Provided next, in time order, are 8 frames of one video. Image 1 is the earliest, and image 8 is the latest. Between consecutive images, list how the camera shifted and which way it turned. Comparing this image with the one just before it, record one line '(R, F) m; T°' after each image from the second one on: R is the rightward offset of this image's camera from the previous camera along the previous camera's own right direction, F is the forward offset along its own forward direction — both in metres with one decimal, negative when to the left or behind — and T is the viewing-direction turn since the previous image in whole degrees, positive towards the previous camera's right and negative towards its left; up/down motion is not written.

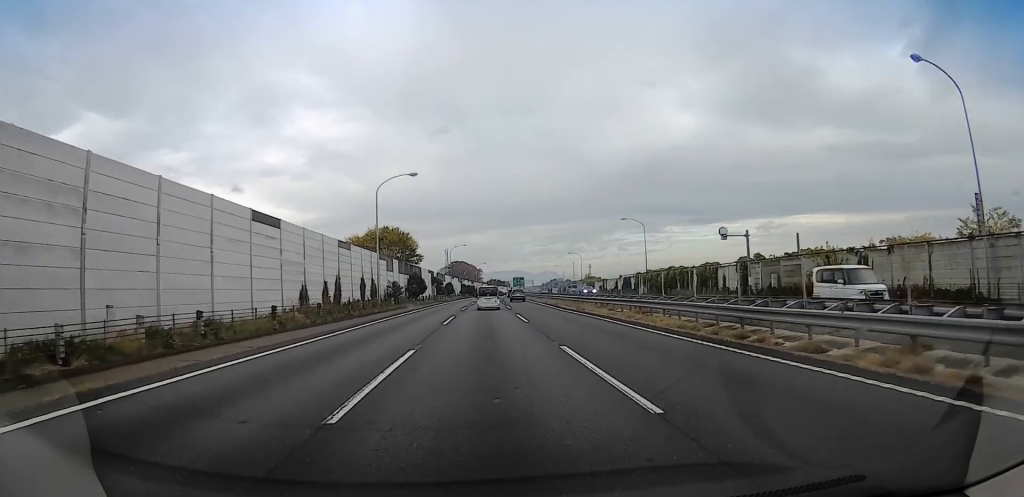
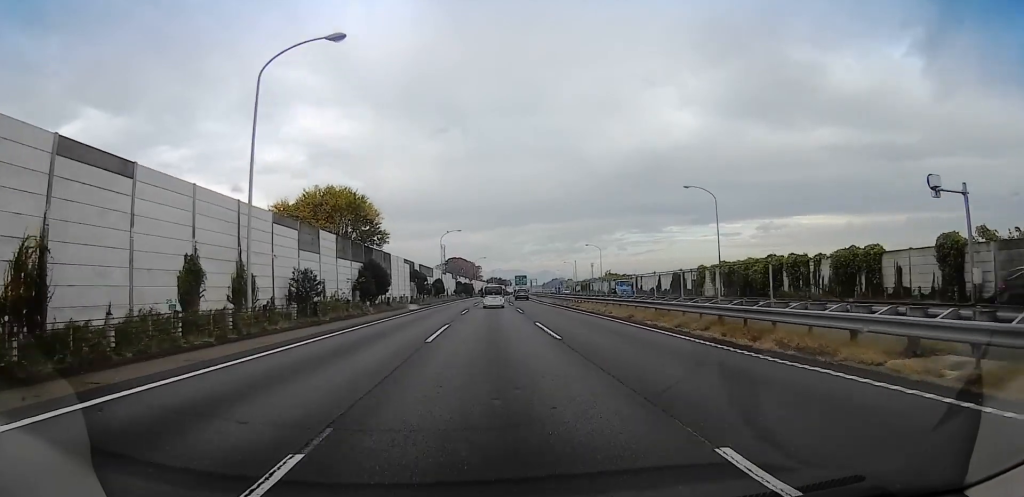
(+1.6, +29.3) m; +2°
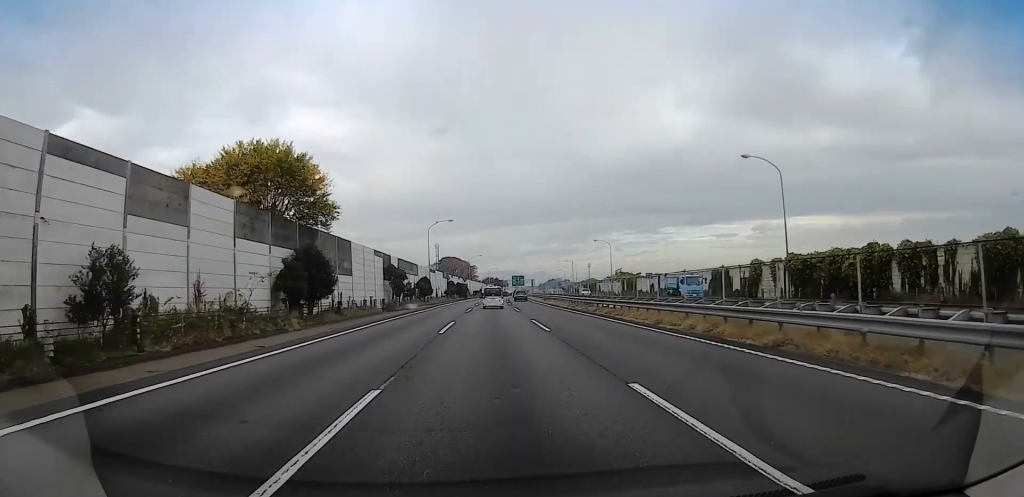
(-0.8, +16.0) m; -1°
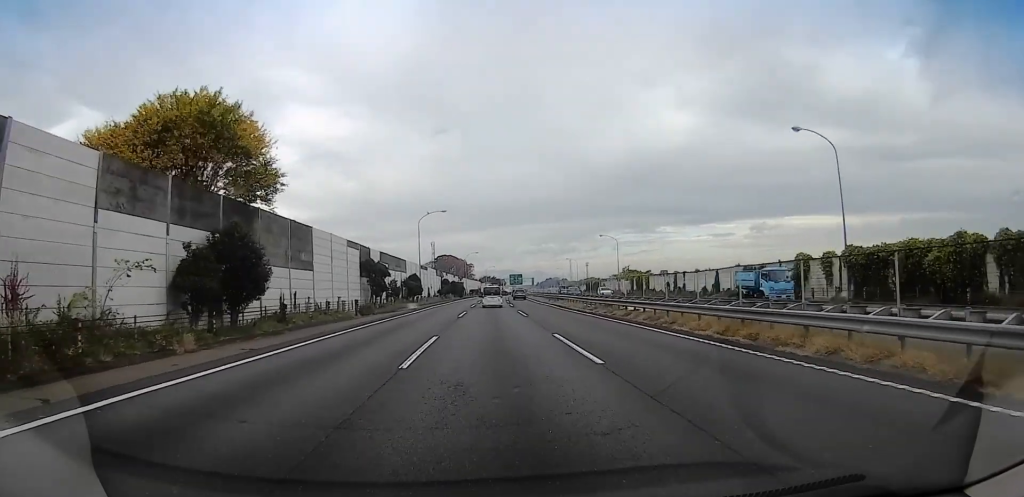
(-0.5, +9.1) m; 0°
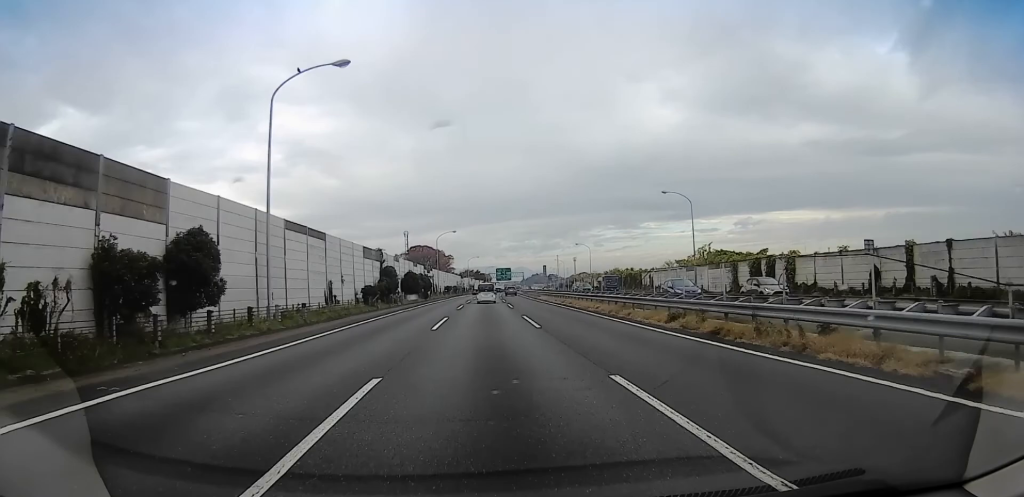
(+3.1, +50.6) m; +4°
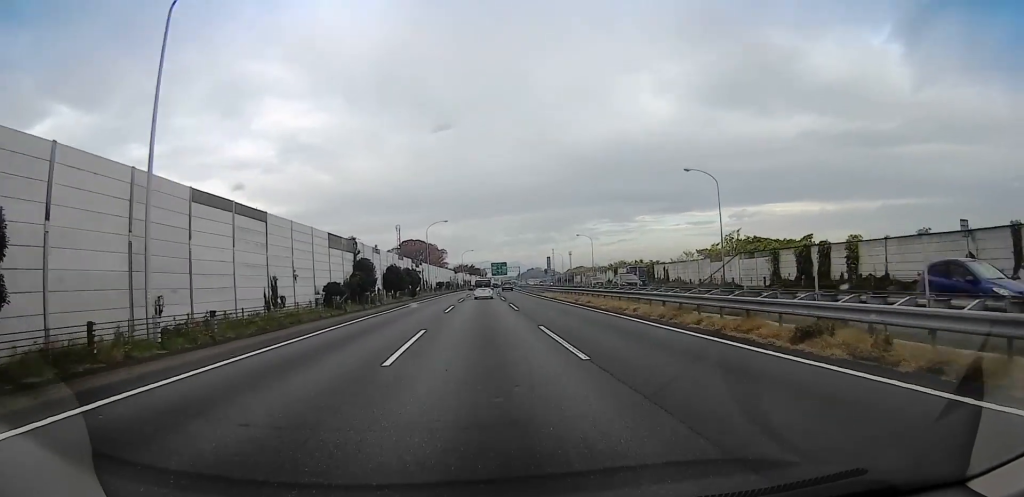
(0.0, +9.6) m; 0°
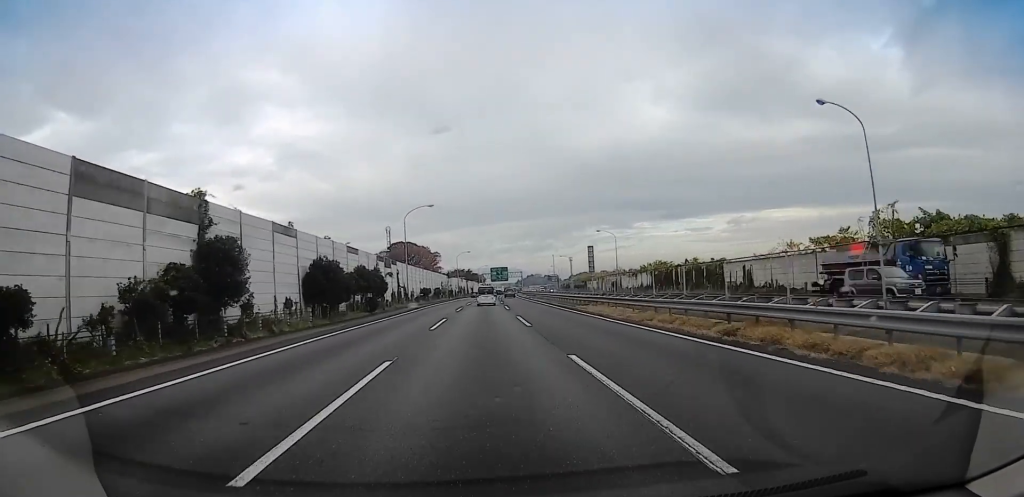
(0.0, +25.2) m; 0°
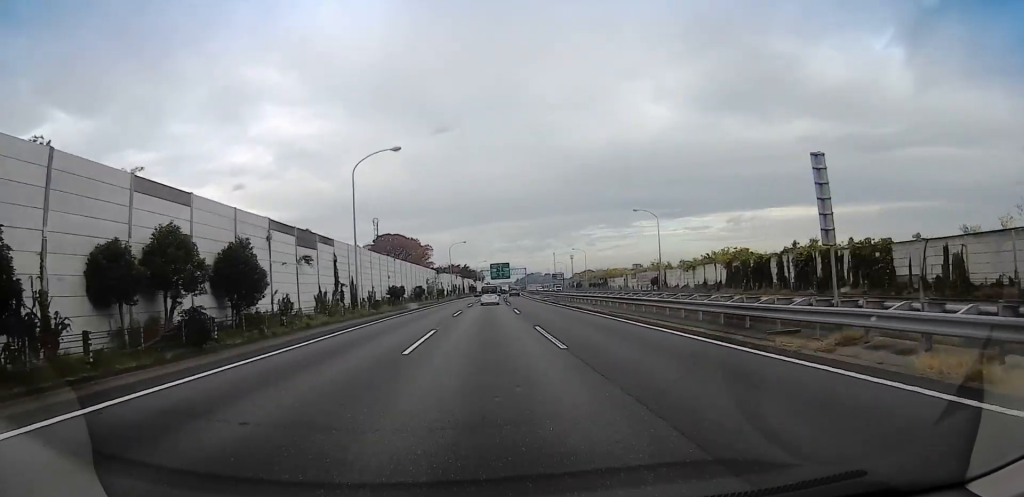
(-0.2, +28.8) m; -1°
